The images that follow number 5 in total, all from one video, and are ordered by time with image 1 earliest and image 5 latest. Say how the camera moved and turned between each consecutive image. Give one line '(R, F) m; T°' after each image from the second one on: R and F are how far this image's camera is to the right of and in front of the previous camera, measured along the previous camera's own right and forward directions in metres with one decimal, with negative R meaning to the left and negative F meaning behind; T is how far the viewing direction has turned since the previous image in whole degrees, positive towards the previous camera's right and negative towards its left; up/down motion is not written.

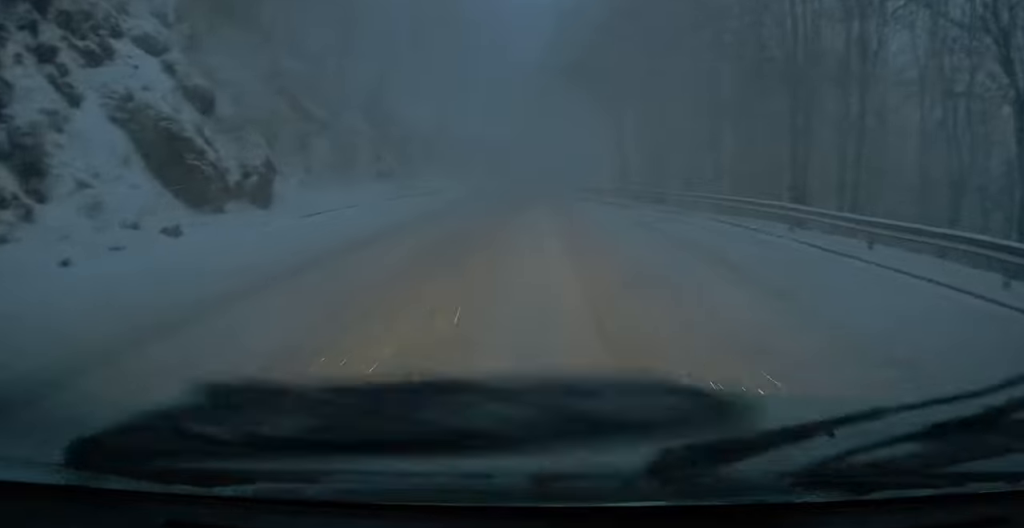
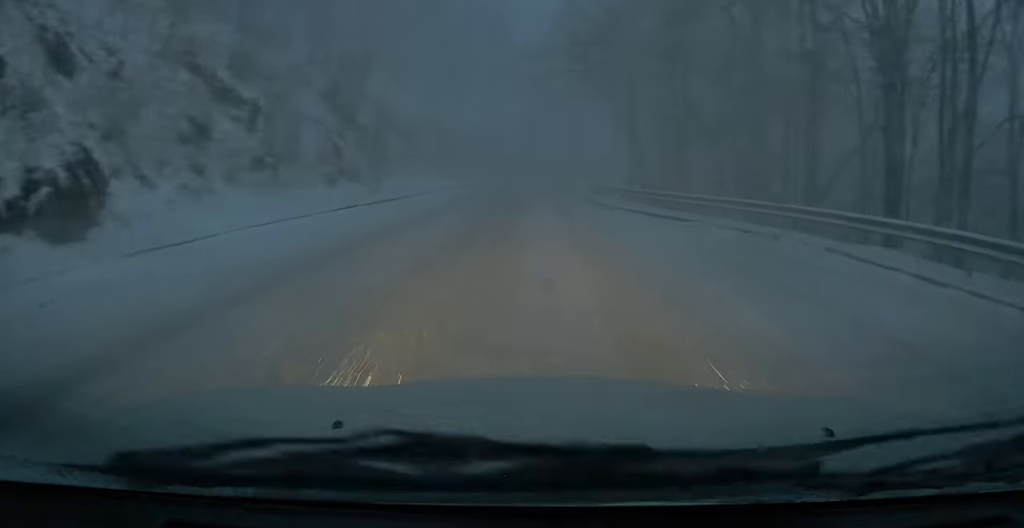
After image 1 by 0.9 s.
(-0.2, +7.1) m; 0°
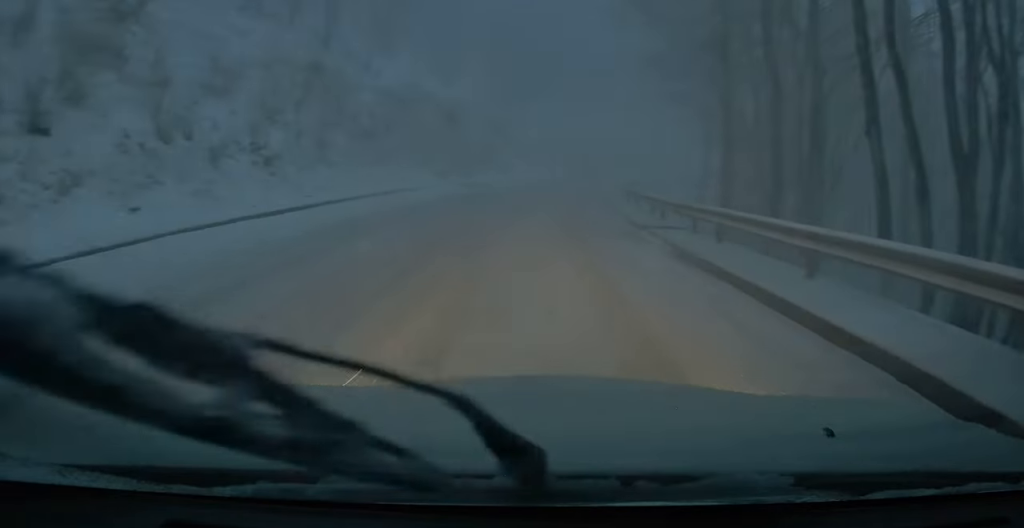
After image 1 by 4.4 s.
(+3.2, +30.7) m; +11°
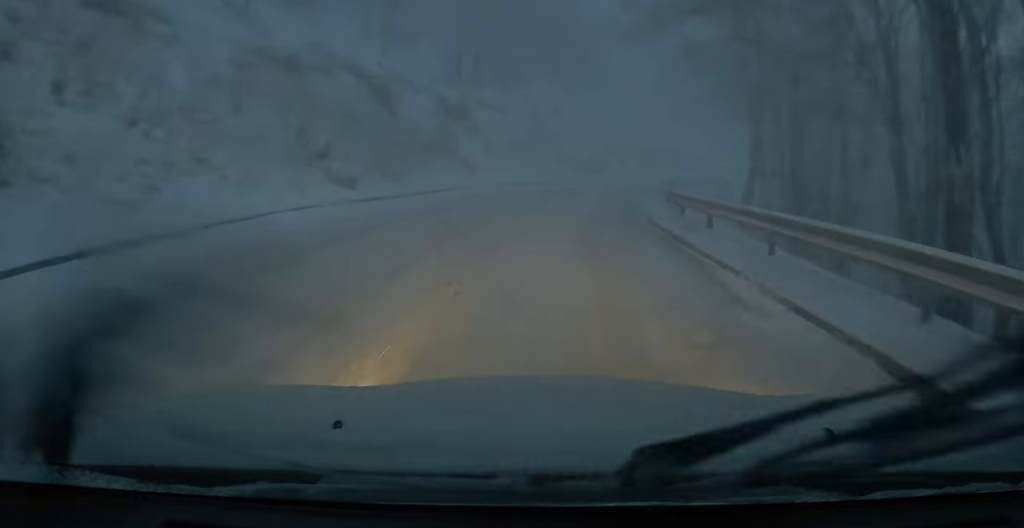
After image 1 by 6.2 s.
(-0.2, +15.2) m; -2°
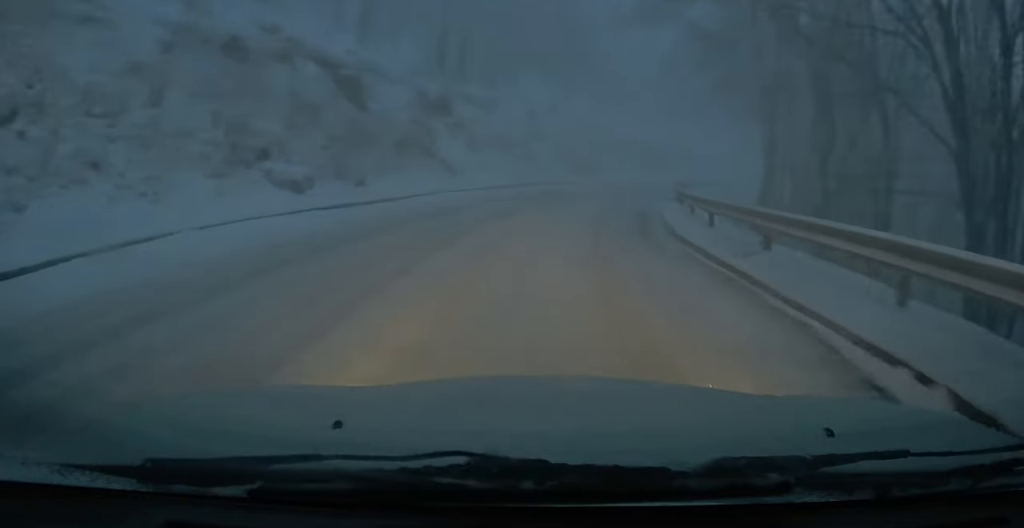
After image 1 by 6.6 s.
(-0.1, +3.8) m; 0°
